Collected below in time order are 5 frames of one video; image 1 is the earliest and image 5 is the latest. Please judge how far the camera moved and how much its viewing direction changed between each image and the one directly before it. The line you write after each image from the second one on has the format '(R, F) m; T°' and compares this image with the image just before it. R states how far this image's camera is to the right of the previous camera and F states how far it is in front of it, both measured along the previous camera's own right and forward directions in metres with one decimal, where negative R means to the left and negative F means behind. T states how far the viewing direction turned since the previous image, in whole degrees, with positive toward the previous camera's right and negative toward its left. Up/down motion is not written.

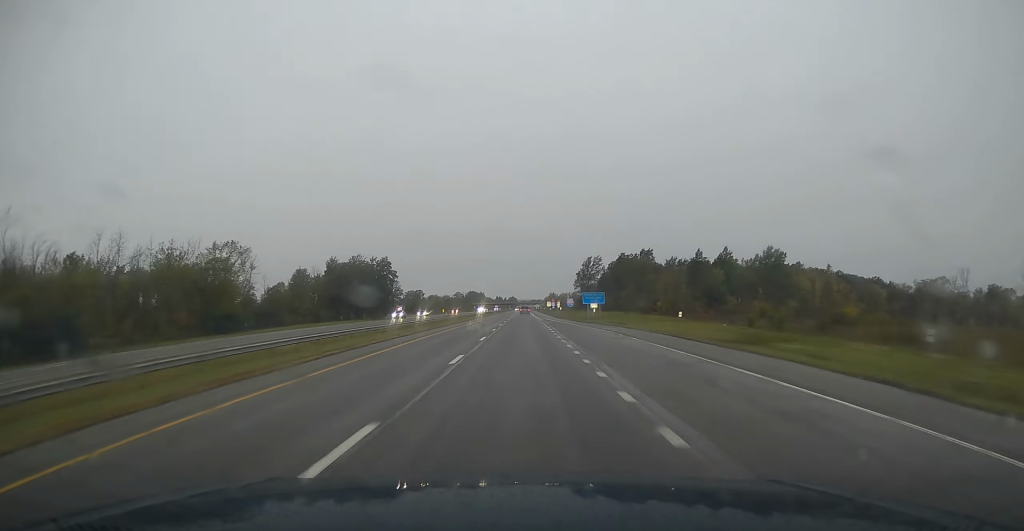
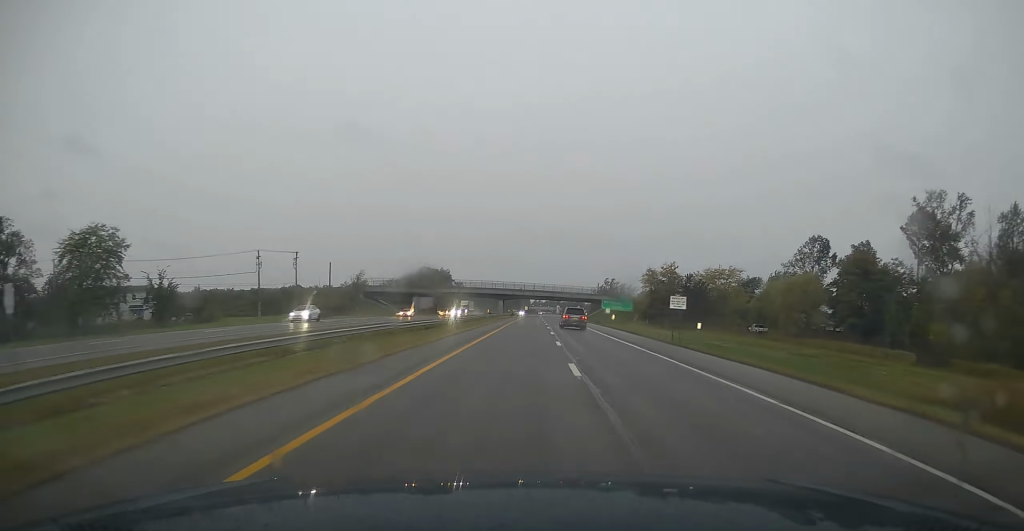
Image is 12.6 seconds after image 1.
(-3.0, +393.9) m; 0°
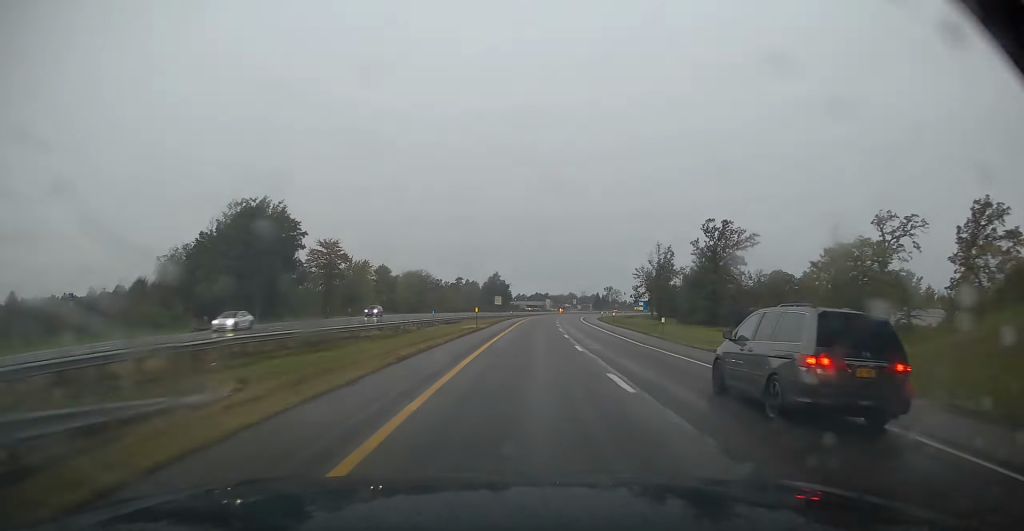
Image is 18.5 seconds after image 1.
(+3.7, +185.6) m; +4°
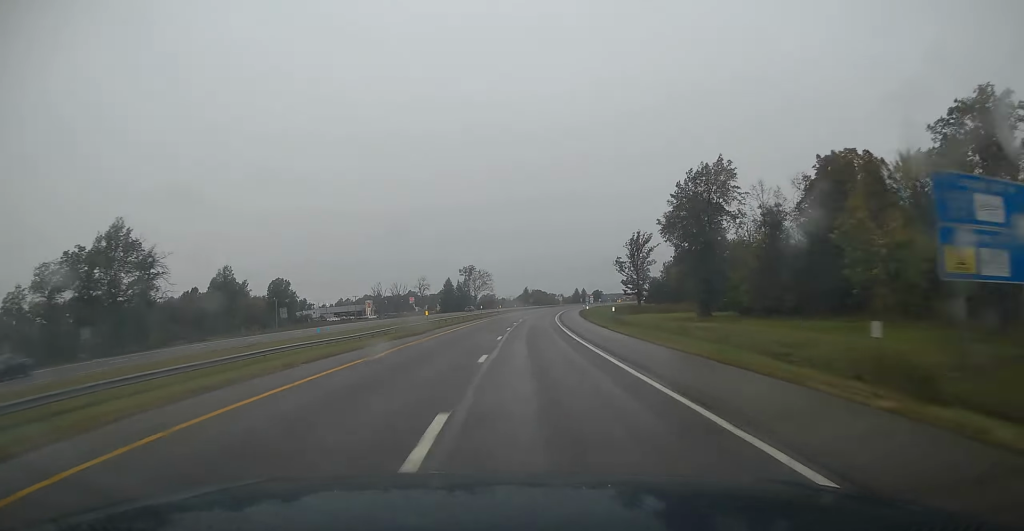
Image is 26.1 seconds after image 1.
(+23.1, +236.3) m; +12°
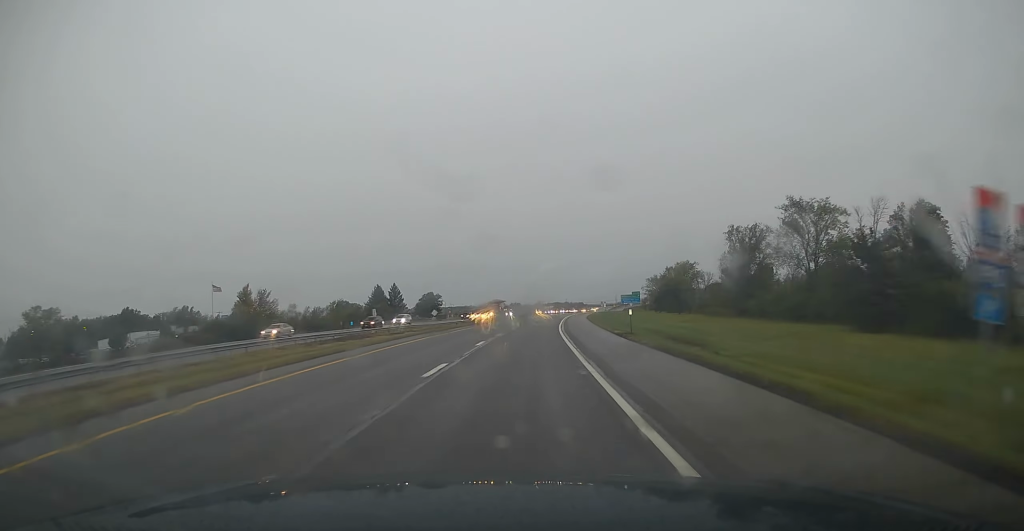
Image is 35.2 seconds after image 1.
(+36.1, +281.6) m; +14°
